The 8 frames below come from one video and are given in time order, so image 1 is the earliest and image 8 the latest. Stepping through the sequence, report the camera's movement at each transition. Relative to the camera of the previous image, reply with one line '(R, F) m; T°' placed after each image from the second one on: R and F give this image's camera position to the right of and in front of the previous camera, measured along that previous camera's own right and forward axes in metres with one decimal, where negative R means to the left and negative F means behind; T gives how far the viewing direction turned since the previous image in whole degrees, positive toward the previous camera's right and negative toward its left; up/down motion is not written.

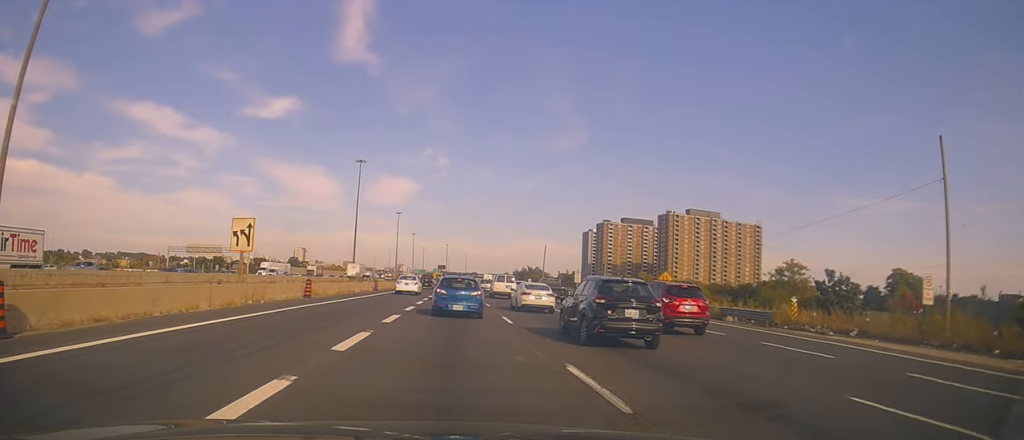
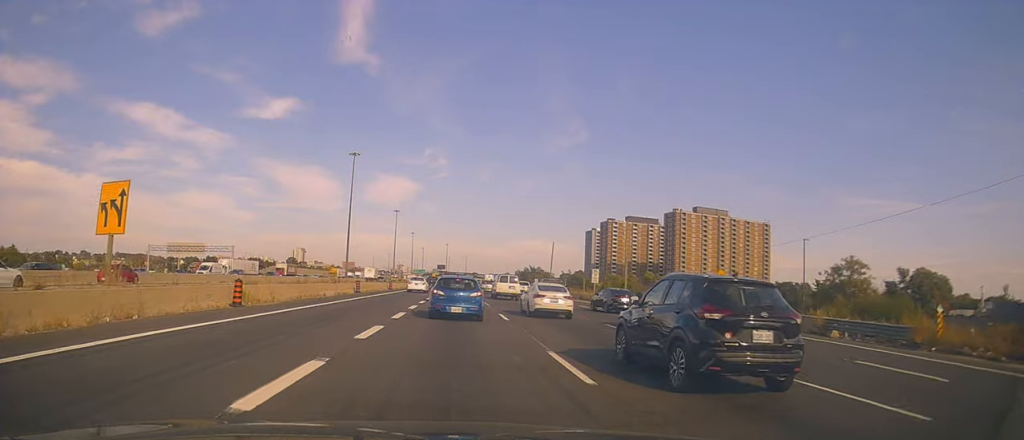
(0.0, +11.2) m; 0°
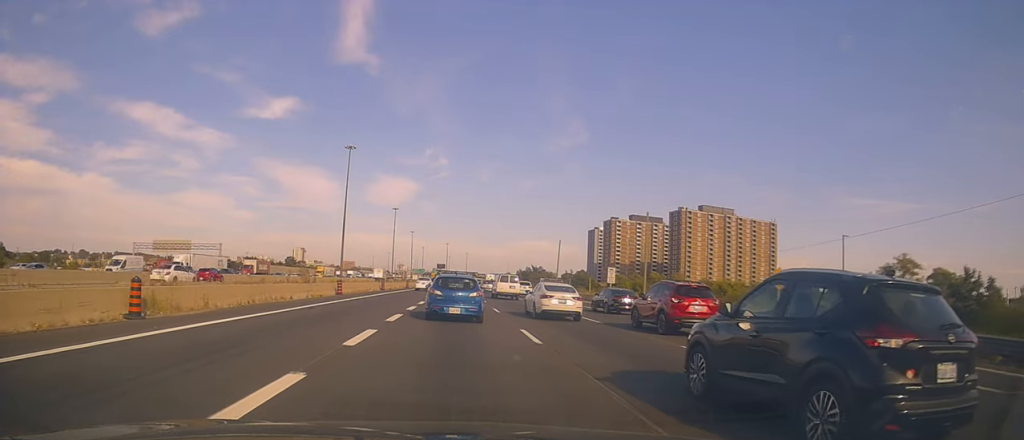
(0.0, +7.9) m; -1°
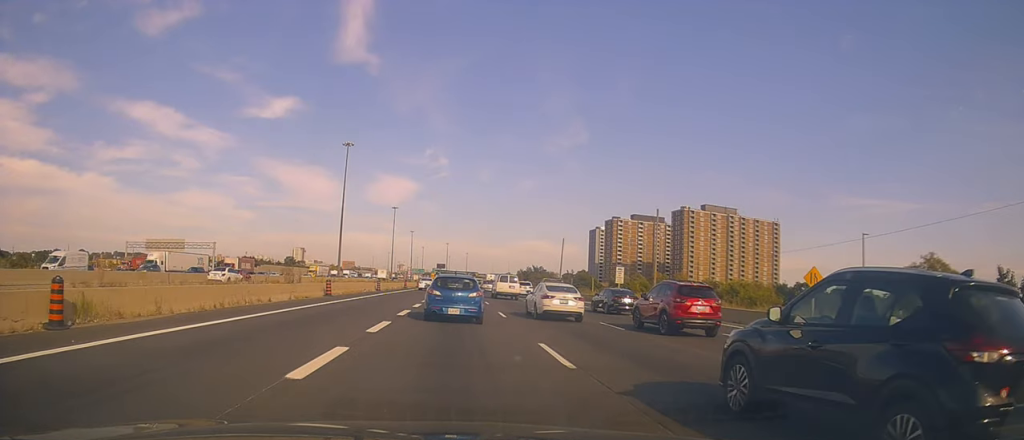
(-0.1, +3.6) m; 0°
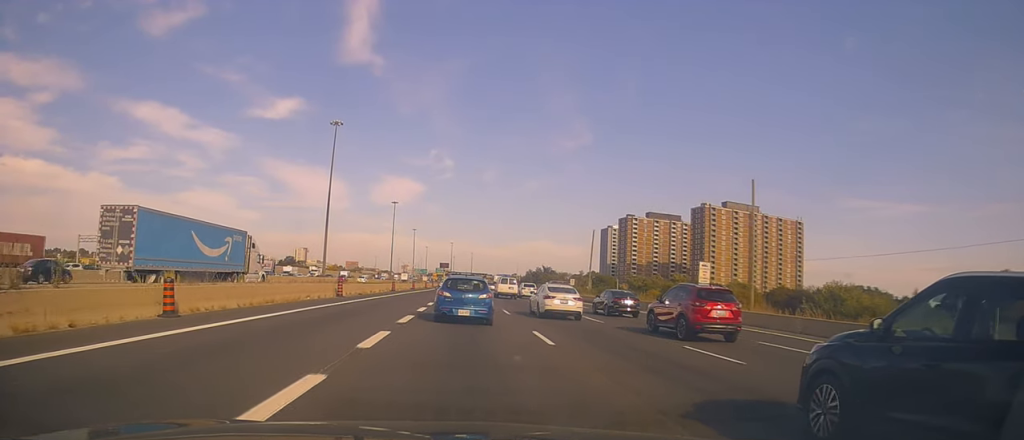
(-0.1, +22.1) m; -1°
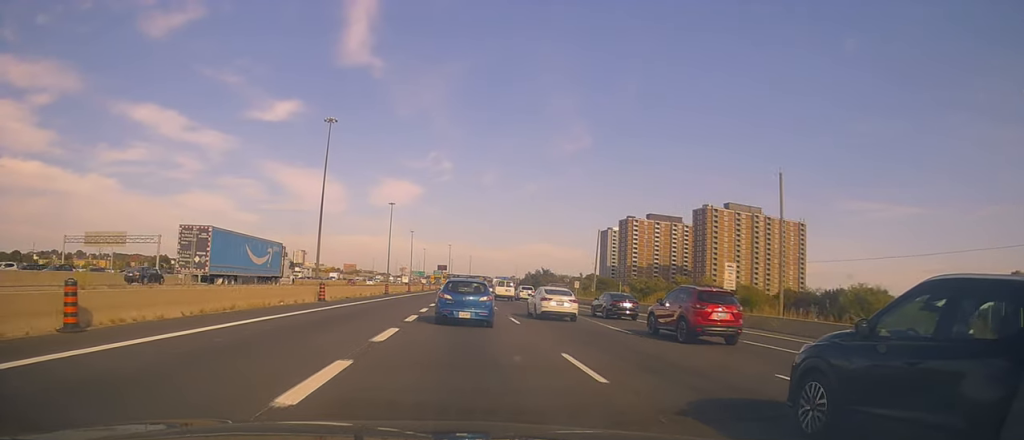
(0.0, +4.5) m; 0°
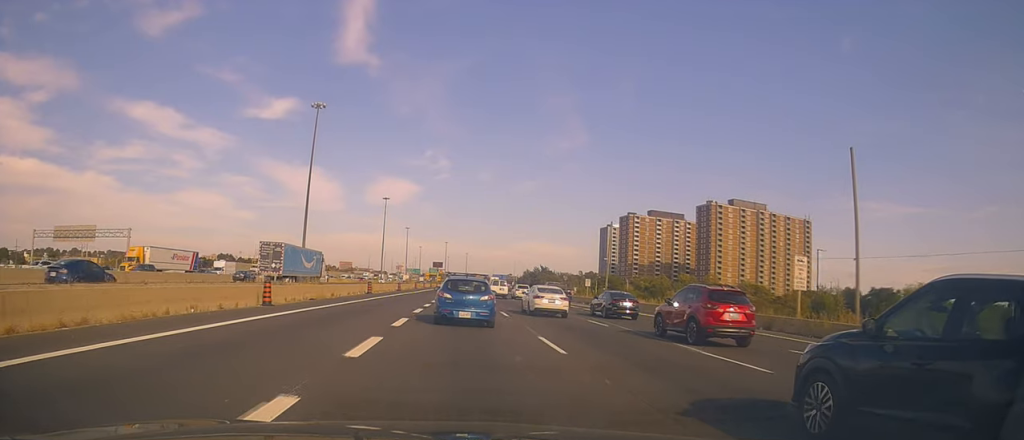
(+0.1, +8.5) m; +2°
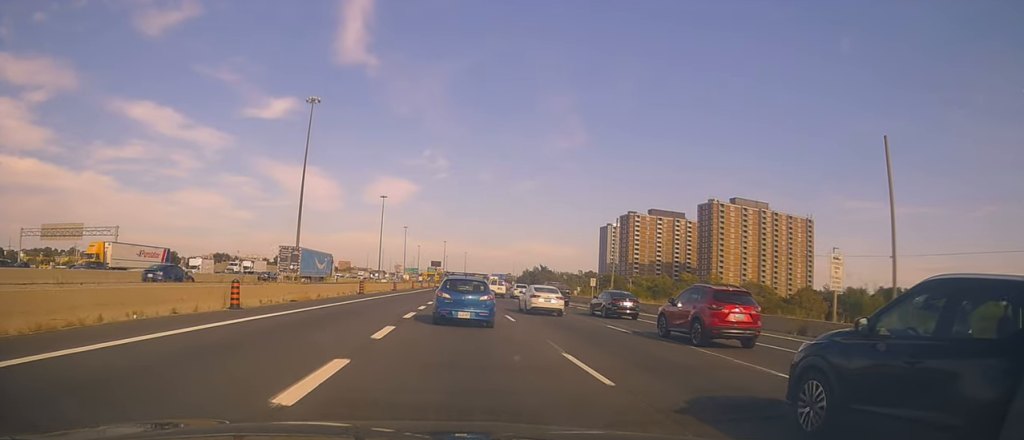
(-0.1, +3.4) m; +2°
